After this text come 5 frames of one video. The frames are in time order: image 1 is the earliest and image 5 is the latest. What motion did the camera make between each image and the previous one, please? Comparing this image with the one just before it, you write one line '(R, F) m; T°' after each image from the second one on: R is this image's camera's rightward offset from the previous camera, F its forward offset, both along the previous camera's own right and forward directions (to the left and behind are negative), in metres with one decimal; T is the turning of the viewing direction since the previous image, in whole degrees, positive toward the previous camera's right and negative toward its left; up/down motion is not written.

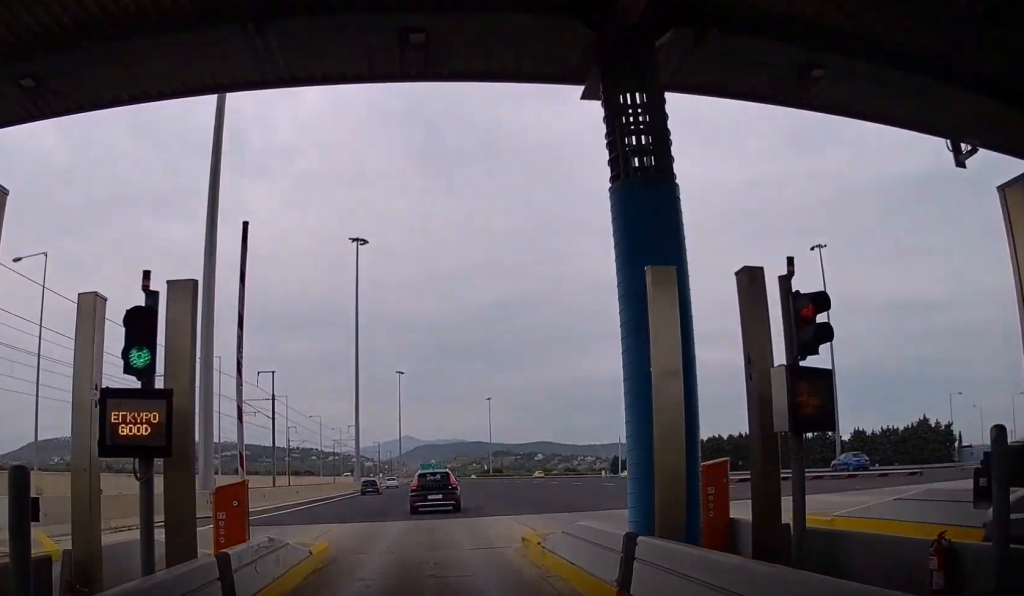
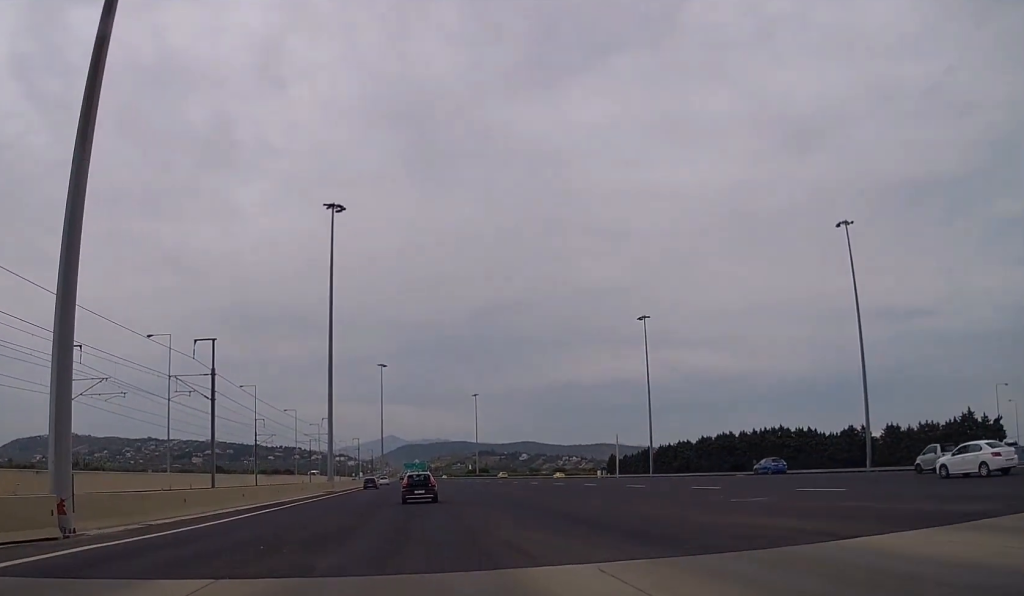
(+1.0, +10.6) m; +6°
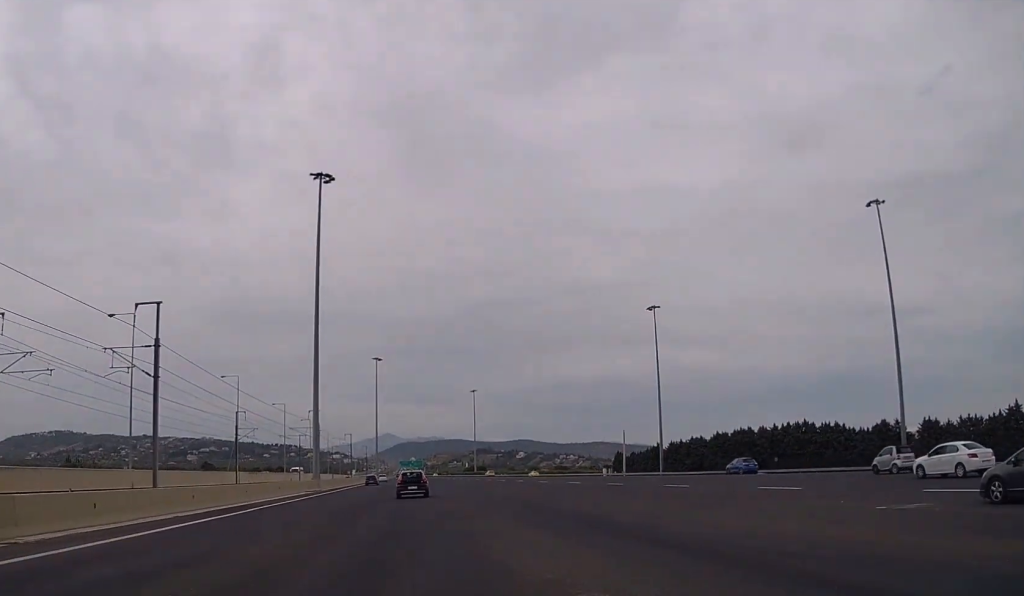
(-0.1, +9.2) m; -1°
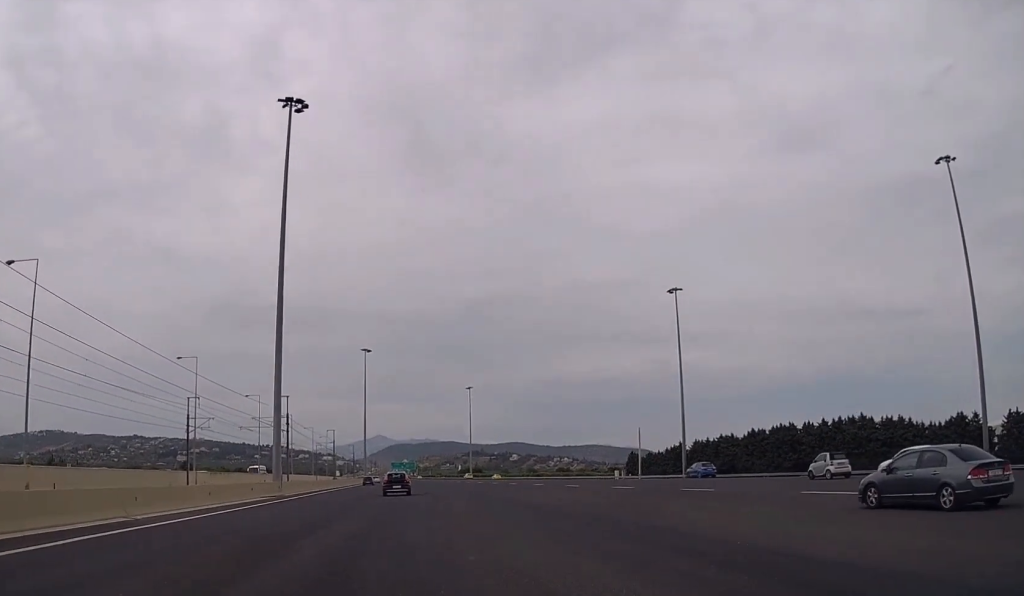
(+0.3, +18.6) m; +1°
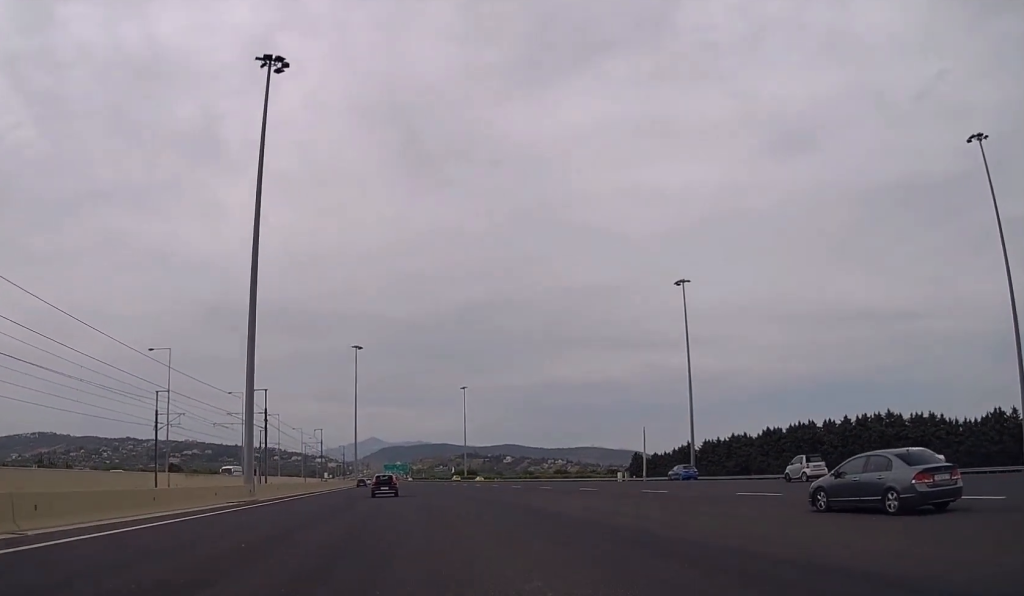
(-0.1, +8.3) m; 0°
